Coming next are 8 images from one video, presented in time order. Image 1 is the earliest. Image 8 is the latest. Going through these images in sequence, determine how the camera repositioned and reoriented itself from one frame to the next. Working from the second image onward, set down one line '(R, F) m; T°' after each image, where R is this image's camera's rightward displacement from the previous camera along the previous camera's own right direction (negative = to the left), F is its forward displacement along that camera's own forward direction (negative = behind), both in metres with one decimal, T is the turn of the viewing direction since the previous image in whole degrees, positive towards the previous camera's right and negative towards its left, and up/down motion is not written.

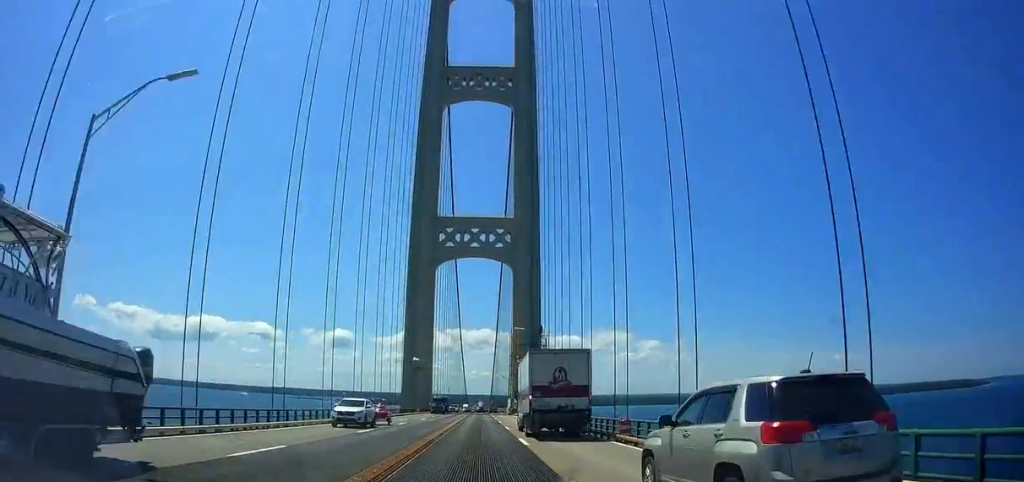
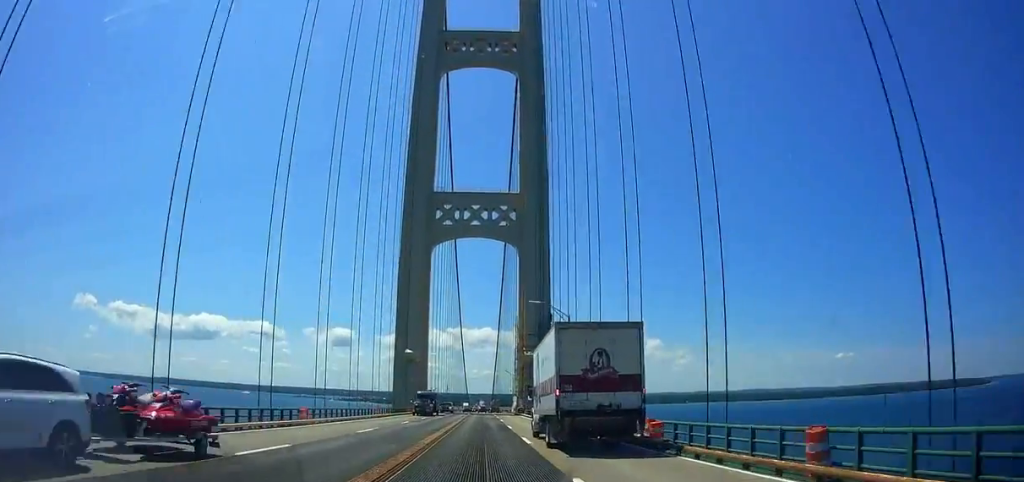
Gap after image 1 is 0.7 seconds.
(0.0, +14.9) m; 0°
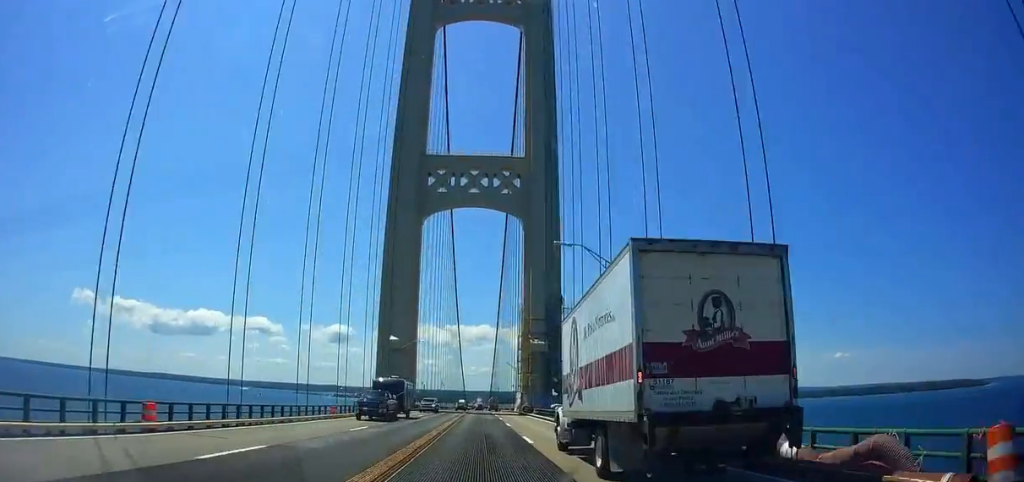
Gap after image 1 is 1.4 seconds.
(0.0, +16.3) m; -1°
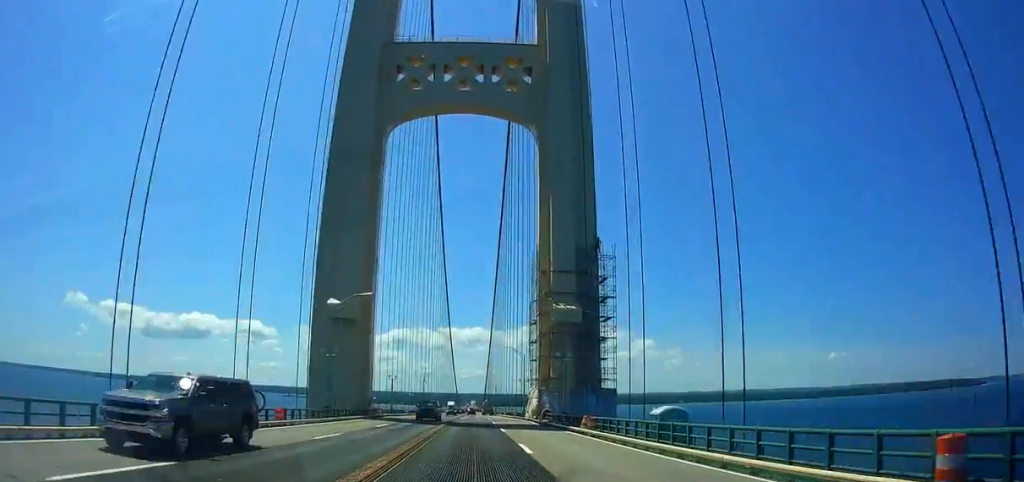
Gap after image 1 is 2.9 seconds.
(-0.5, +33.8) m; 0°
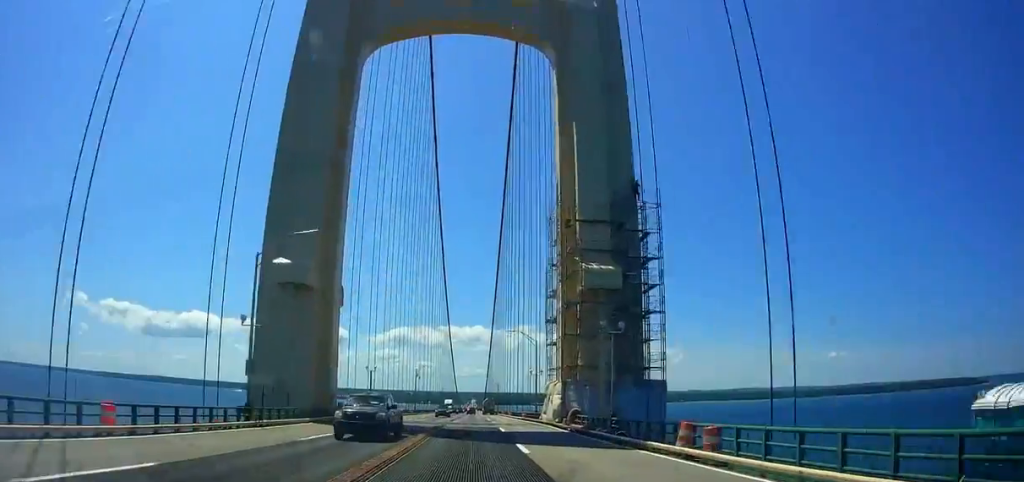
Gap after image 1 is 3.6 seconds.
(+0.4, +15.3) m; +1°
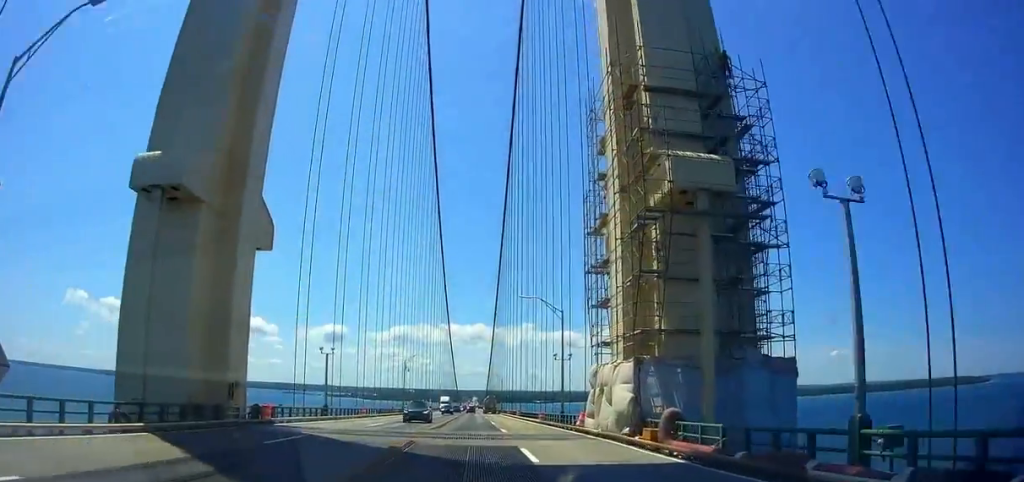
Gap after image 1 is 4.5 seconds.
(0.0, +18.4) m; 0°
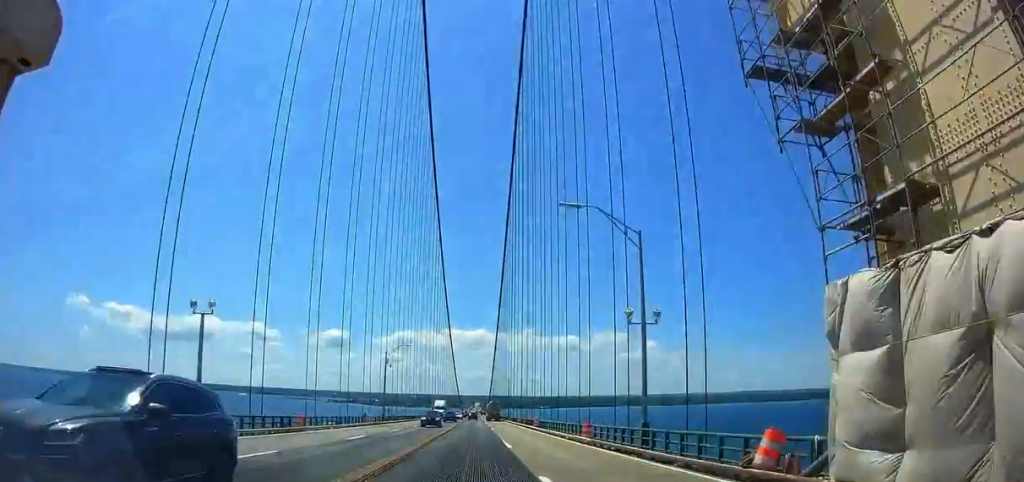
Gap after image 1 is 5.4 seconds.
(0.0, +20.7) m; 0°
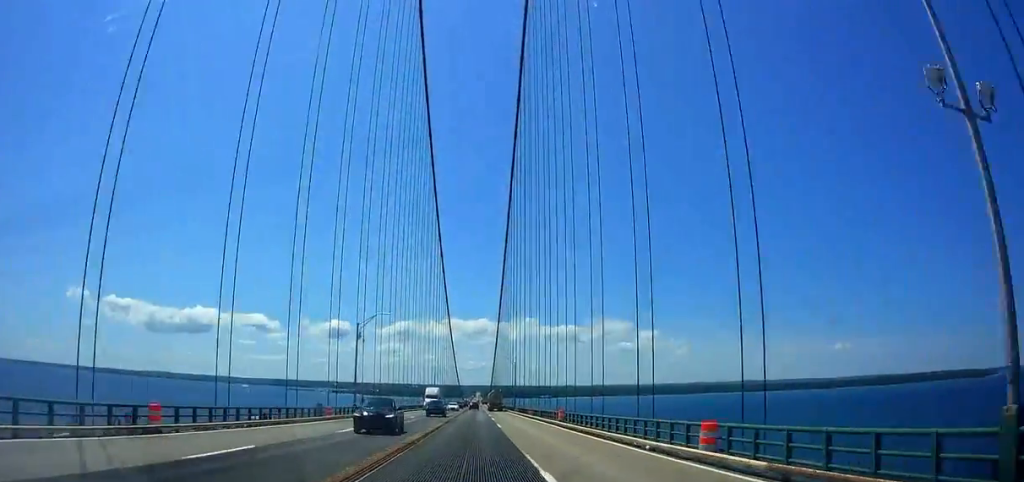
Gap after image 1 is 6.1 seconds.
(0.0, +16.3) m; -1°
